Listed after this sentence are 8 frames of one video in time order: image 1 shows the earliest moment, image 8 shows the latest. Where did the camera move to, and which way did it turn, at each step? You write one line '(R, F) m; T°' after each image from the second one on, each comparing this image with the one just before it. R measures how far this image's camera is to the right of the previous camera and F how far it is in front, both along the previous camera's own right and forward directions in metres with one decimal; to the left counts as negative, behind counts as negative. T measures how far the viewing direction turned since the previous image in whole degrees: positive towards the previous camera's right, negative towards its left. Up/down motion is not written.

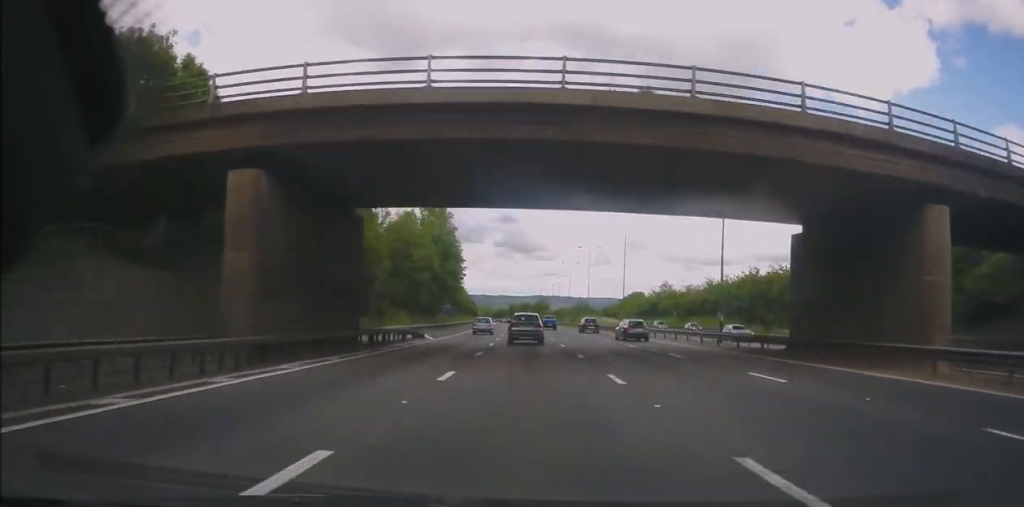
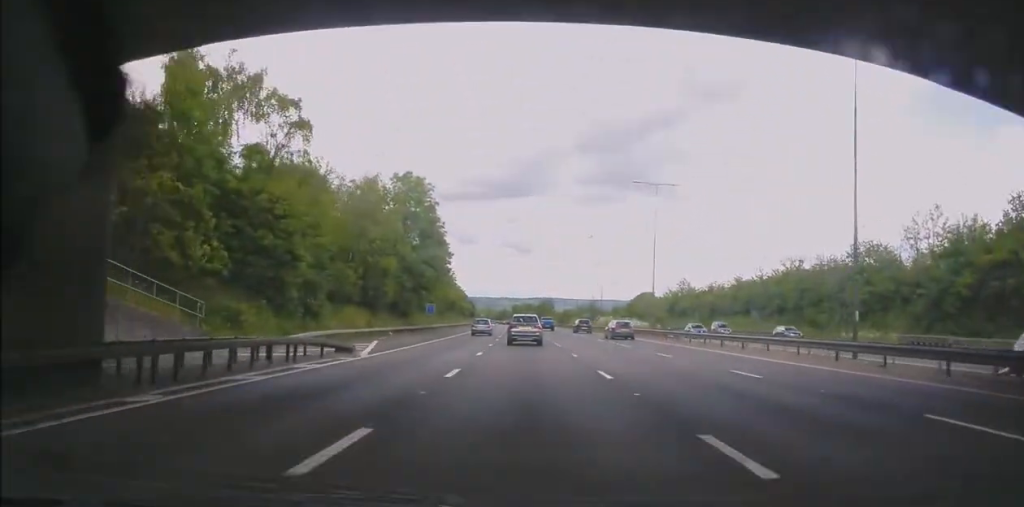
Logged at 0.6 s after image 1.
(-0.2, +16.6) m; -1°
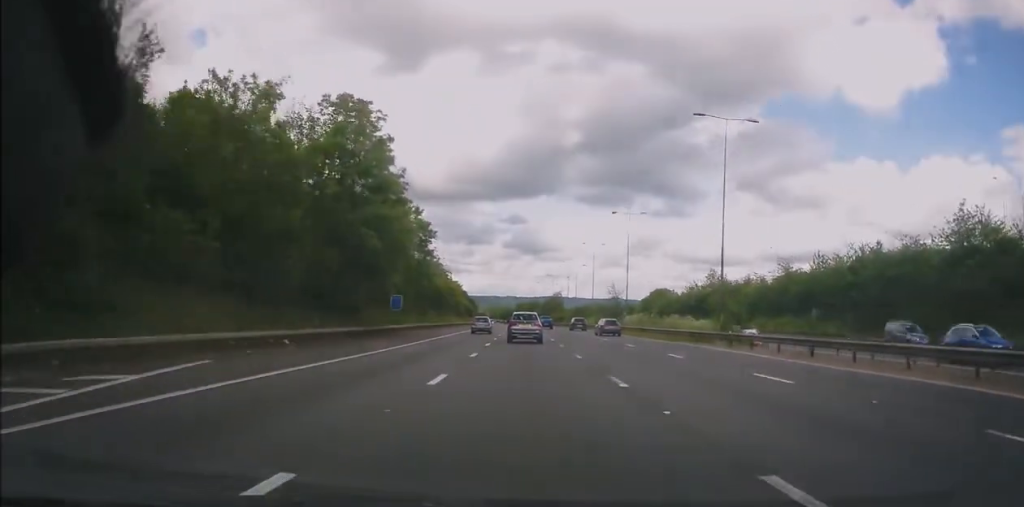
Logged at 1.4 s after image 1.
(-0.1, +20.2) m; 0°
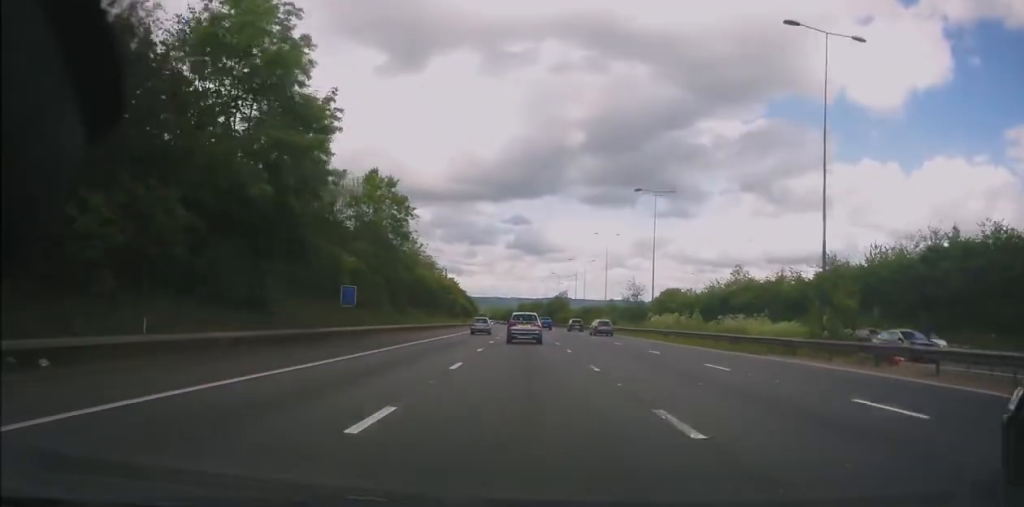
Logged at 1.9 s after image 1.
(0.0, +14.1) m; 0°
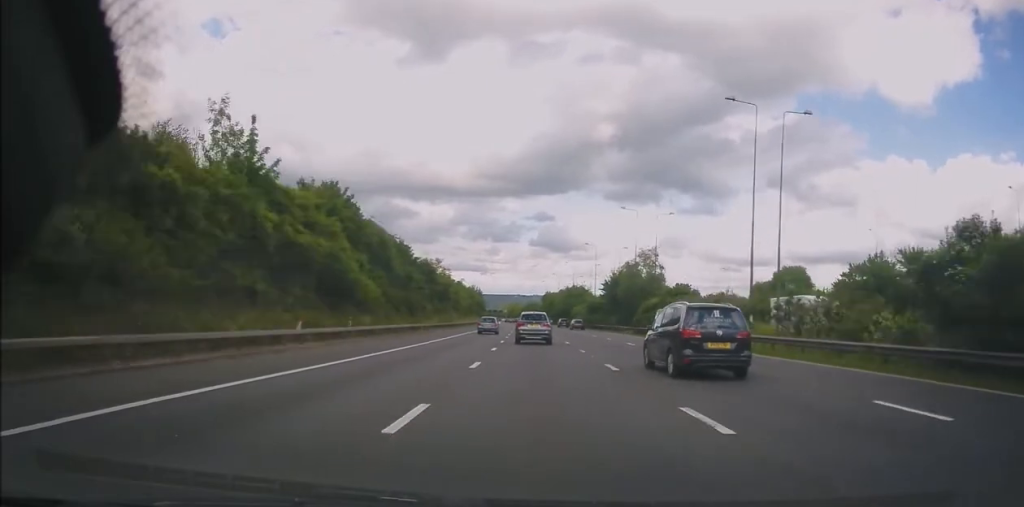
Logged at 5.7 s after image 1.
(-2.6, +97.3) m; -3°
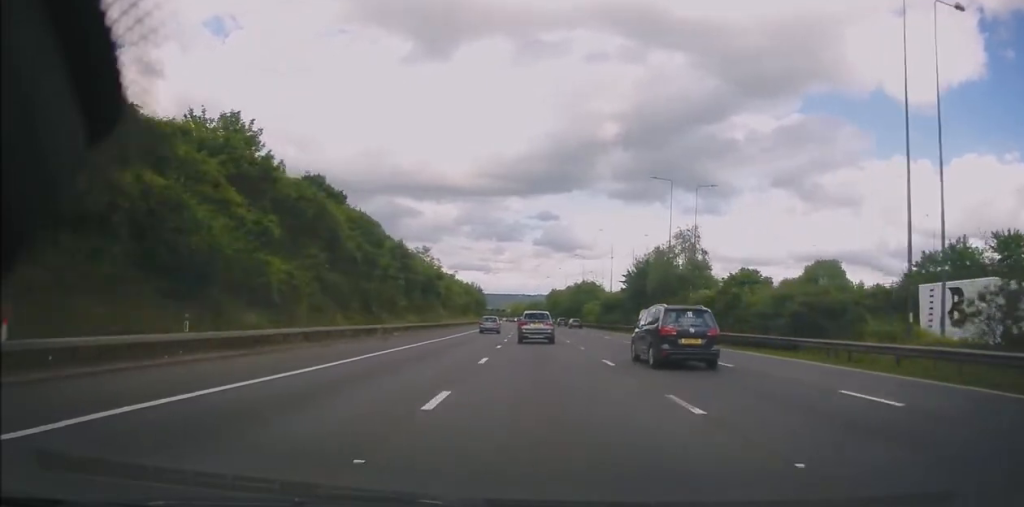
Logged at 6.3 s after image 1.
(0.0, +16.3) m; 0°
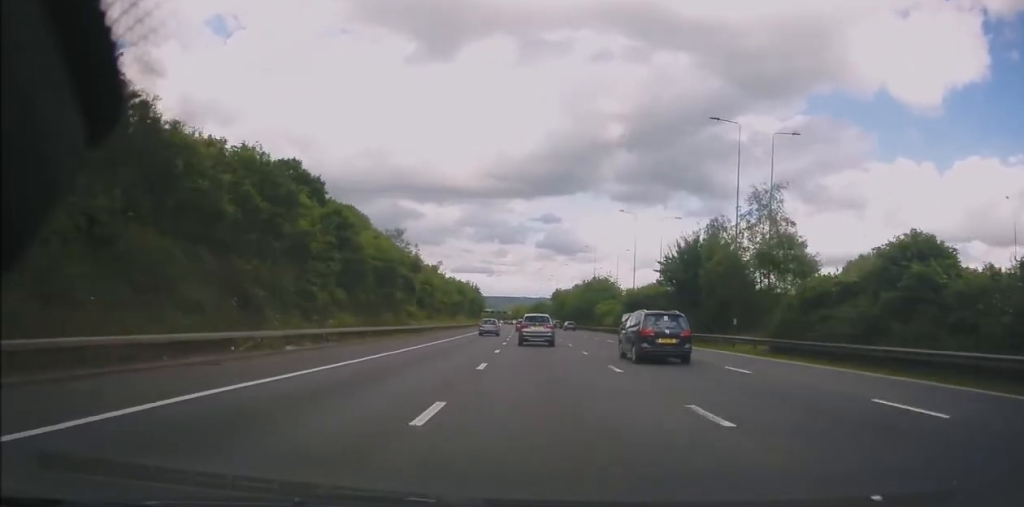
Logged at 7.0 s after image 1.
(0.0, +18.8) m; 0°
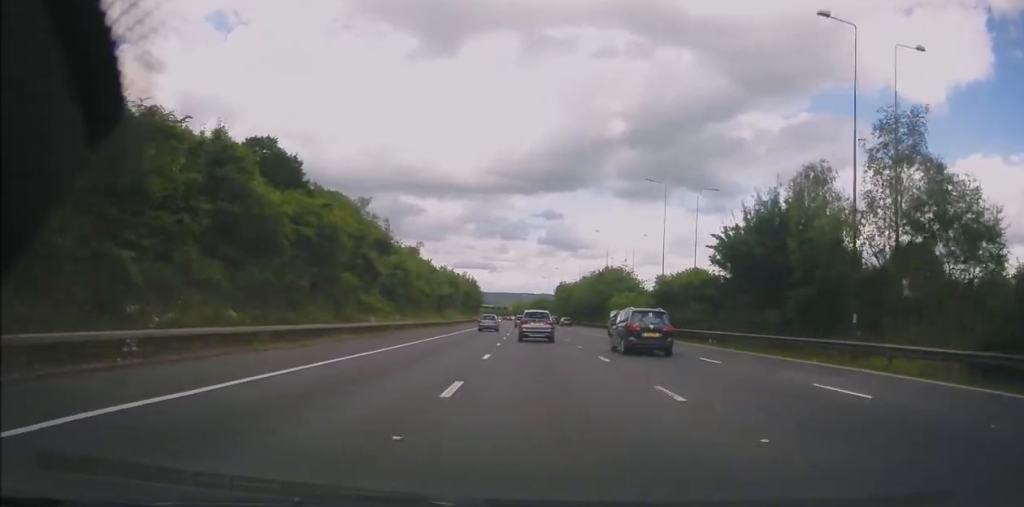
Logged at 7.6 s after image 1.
(0.0, +15.3) m; 0°
